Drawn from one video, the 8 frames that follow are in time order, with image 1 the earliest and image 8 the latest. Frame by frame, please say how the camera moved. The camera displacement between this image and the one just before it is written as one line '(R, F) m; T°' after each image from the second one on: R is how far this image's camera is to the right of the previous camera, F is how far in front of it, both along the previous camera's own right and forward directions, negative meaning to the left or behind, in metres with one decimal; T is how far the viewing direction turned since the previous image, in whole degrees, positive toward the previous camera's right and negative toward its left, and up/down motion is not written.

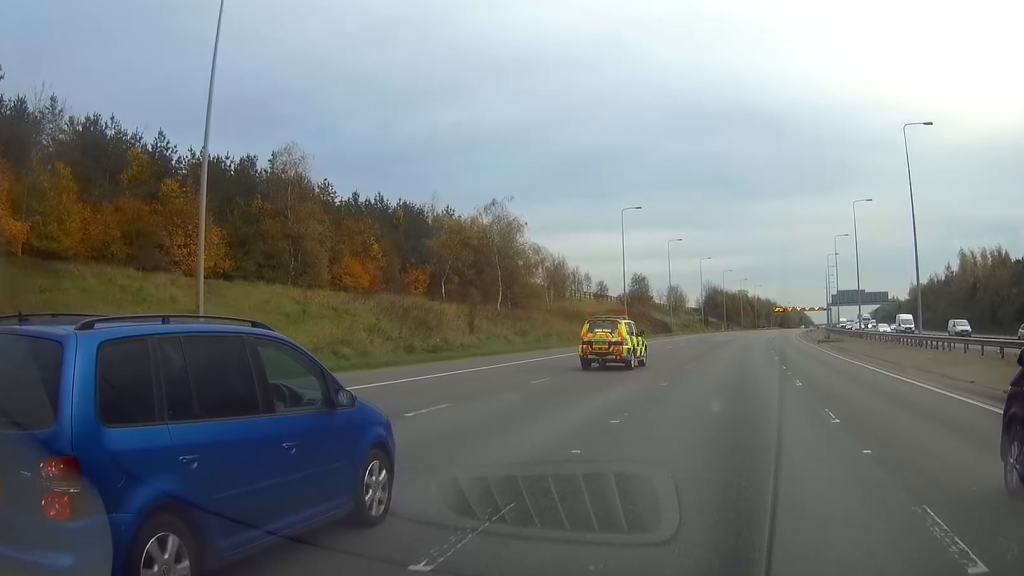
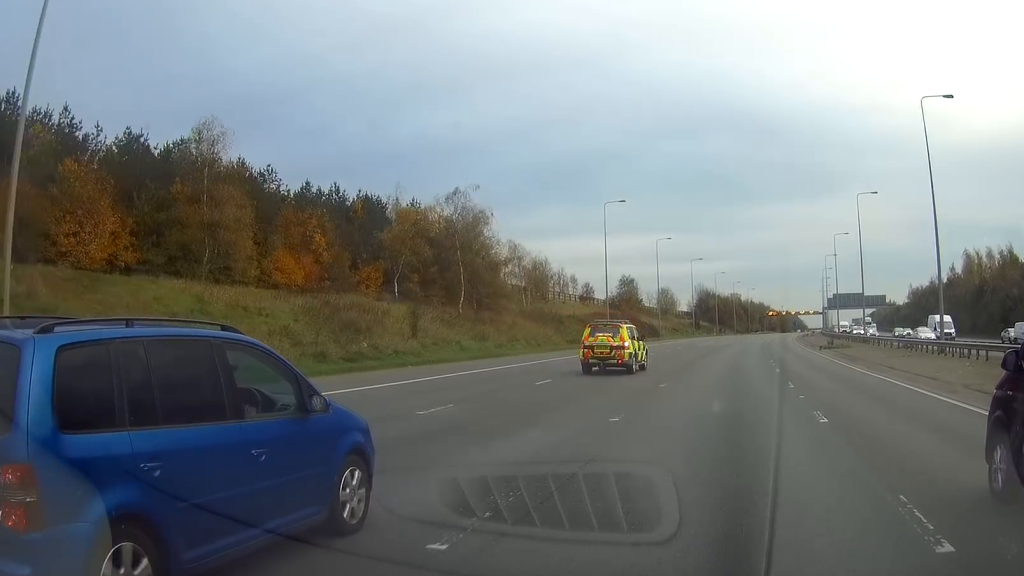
(0.0, +7.8) m; 0°
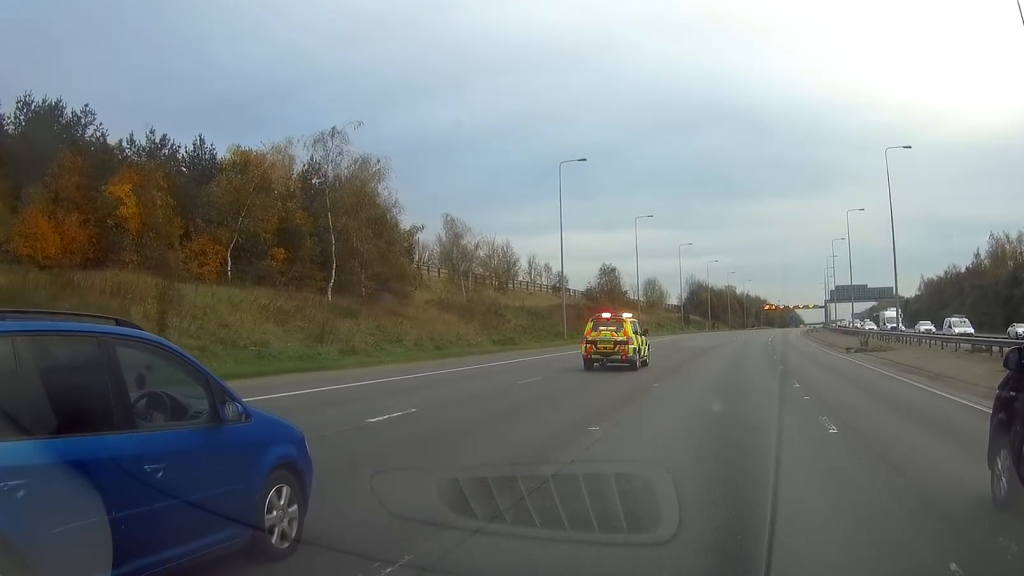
(+0.1, +19.1) m; +1°
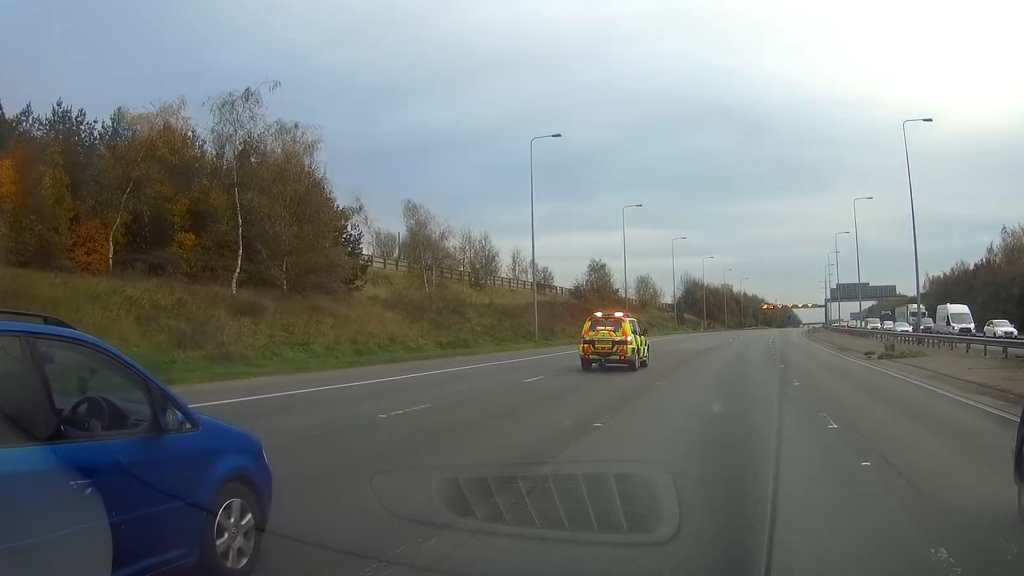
(0.0, +8.3) m; 0°
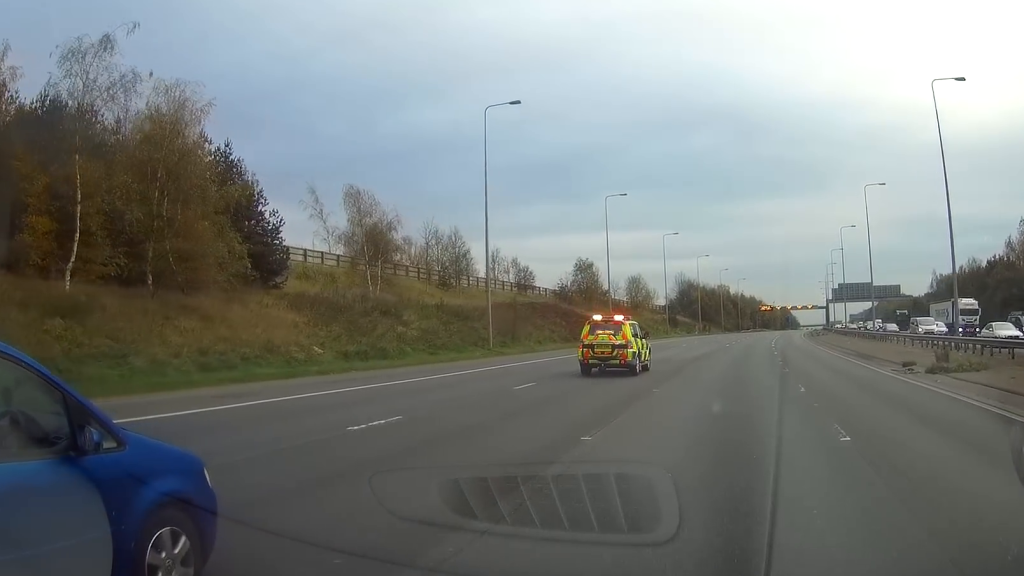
(0.0, +9.9) m; 0°
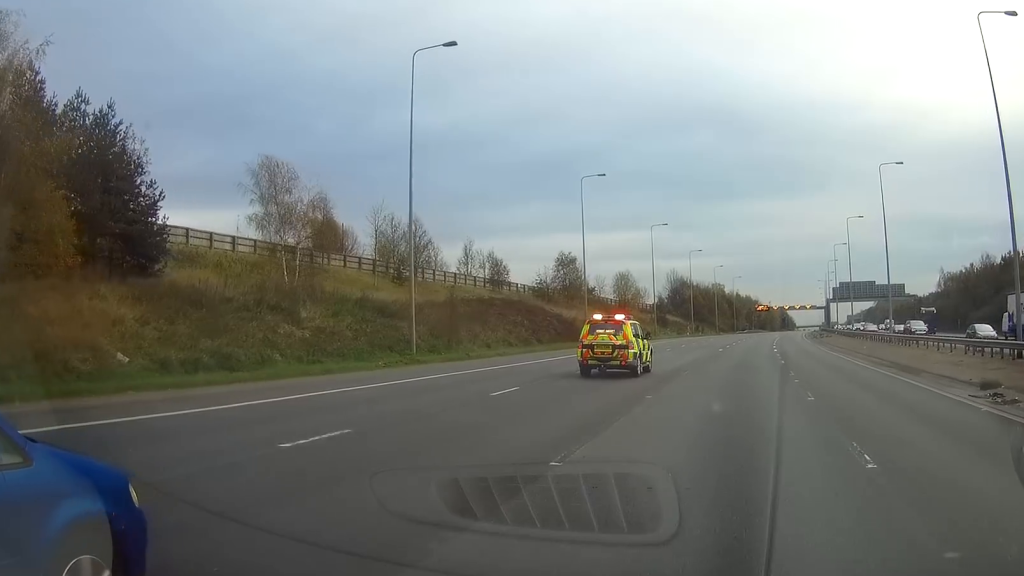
(0.0, +10.5) m; +1°
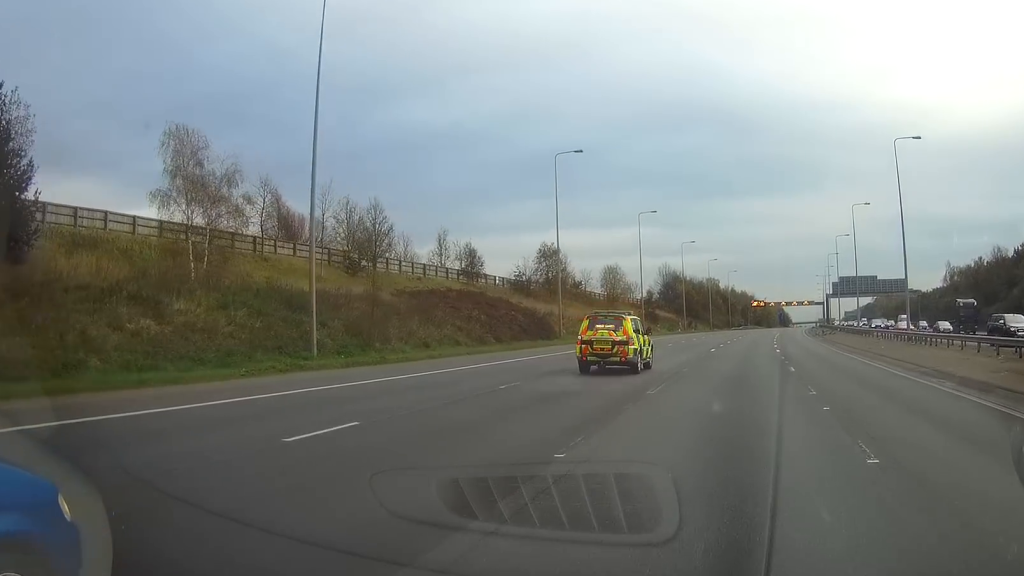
(+0.1, +8.4) m; +1°
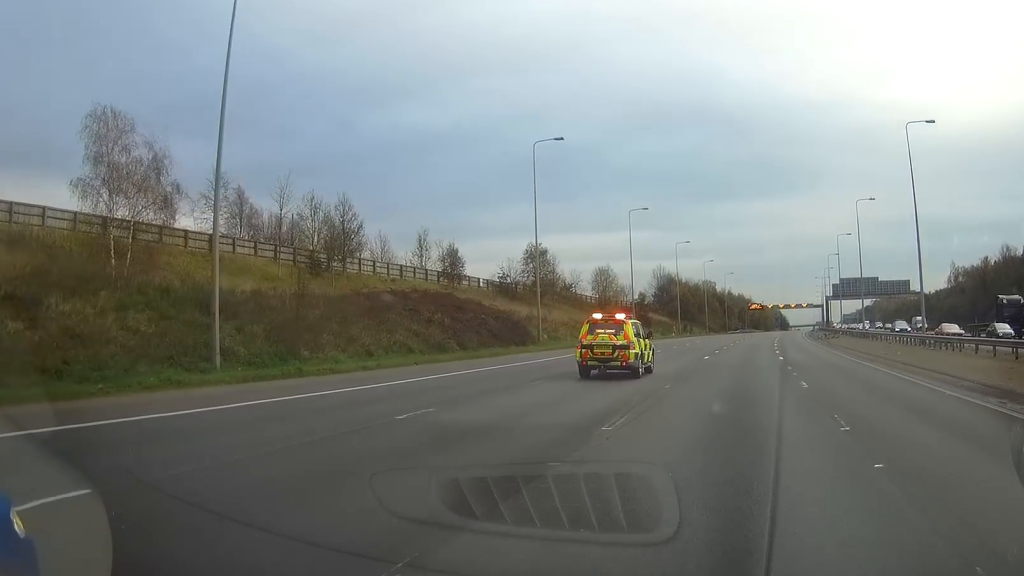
(+0.1, +5.6) m; +1°
